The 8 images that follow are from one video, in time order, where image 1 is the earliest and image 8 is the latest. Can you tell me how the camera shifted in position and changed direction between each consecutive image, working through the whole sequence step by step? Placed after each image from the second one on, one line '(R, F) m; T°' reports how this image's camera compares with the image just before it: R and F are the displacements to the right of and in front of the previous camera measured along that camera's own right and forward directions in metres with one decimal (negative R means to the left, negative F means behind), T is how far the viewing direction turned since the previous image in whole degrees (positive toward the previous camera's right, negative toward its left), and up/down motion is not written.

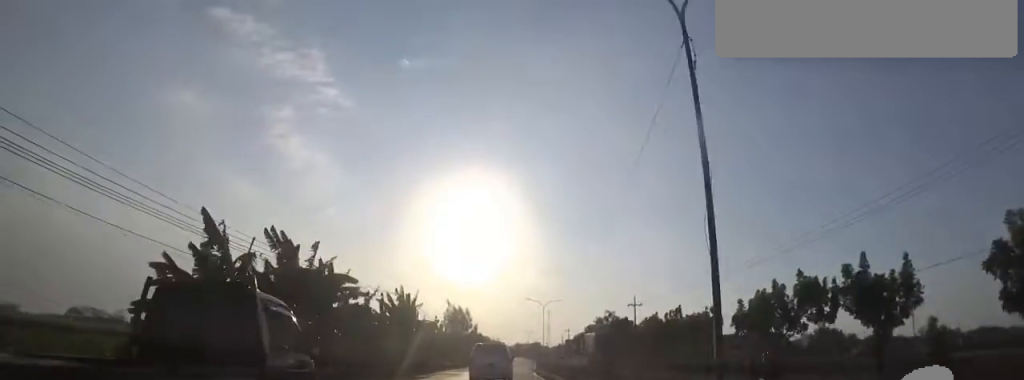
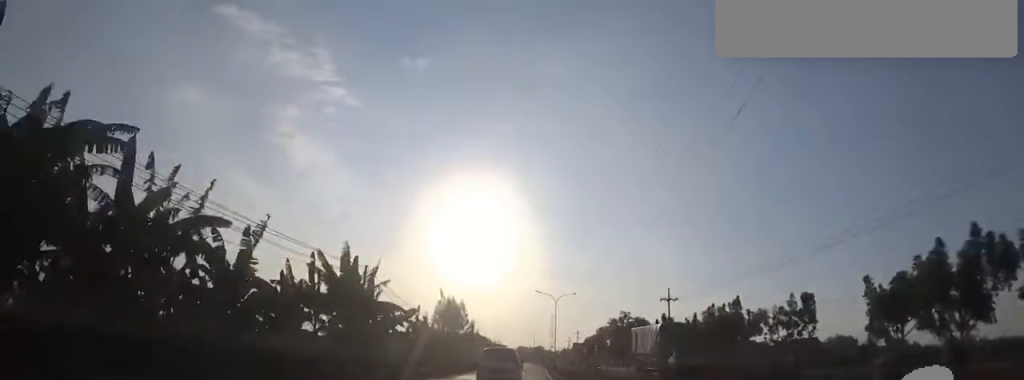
(-0.3, +13.7) m; 0°
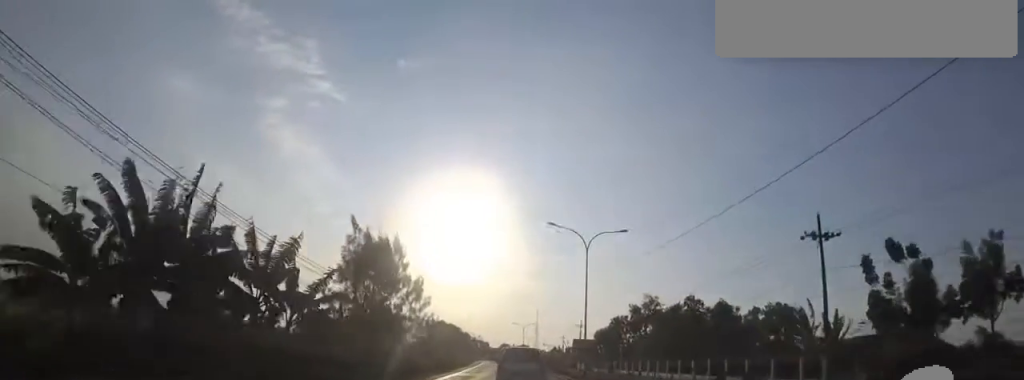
(+0.6, +31.6) m; +1°
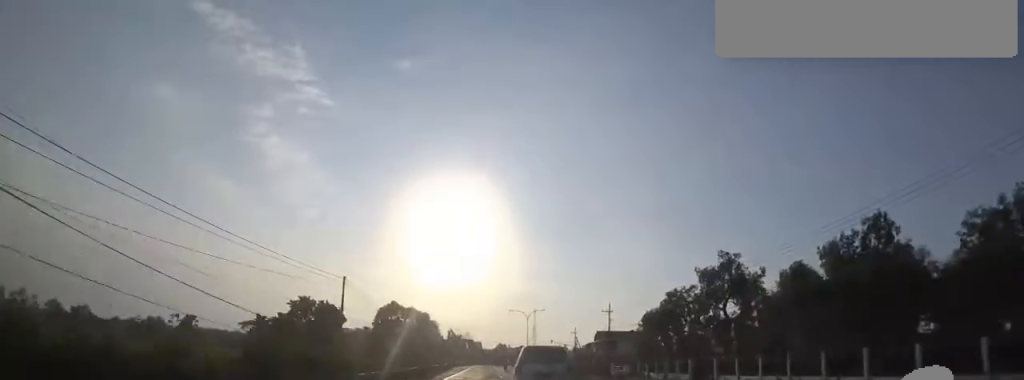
(-0.1, +32.5) m; -1°
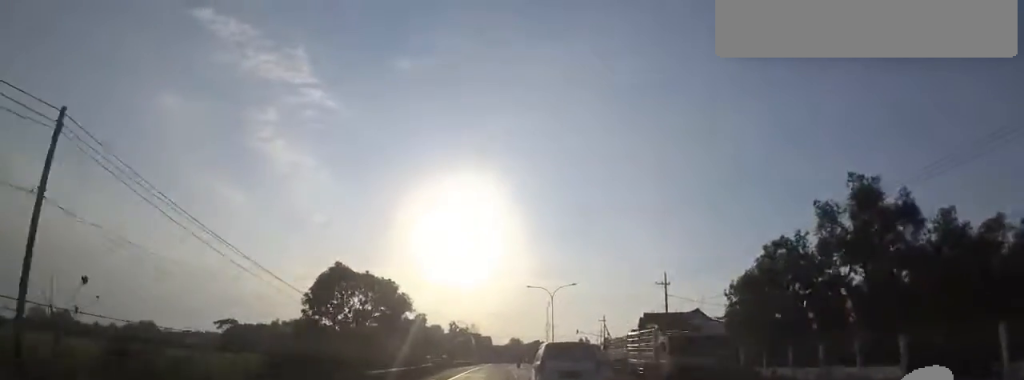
(-0.3, +21.6) m; 0°
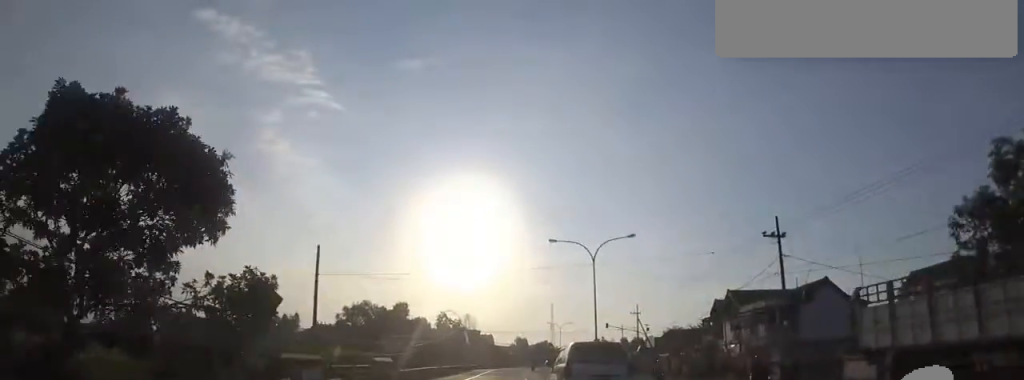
(+0.3, +22.3) m; 0°
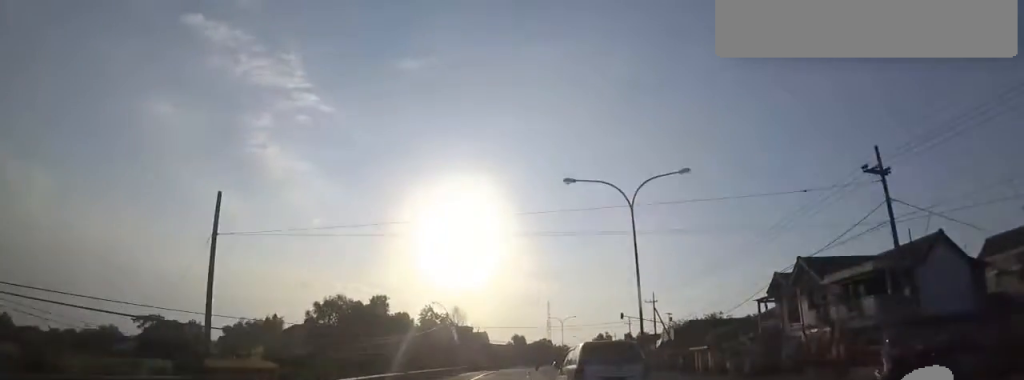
(+0.1, +10.8) m; -1°
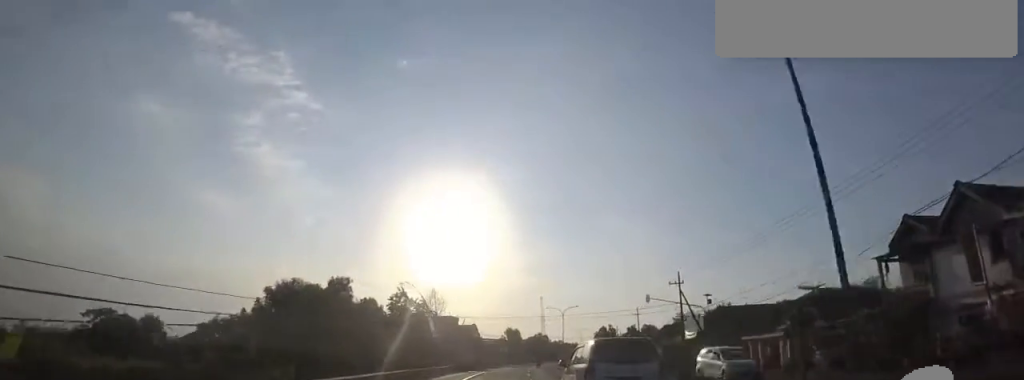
(-0.2, +13.0) m; 0°
